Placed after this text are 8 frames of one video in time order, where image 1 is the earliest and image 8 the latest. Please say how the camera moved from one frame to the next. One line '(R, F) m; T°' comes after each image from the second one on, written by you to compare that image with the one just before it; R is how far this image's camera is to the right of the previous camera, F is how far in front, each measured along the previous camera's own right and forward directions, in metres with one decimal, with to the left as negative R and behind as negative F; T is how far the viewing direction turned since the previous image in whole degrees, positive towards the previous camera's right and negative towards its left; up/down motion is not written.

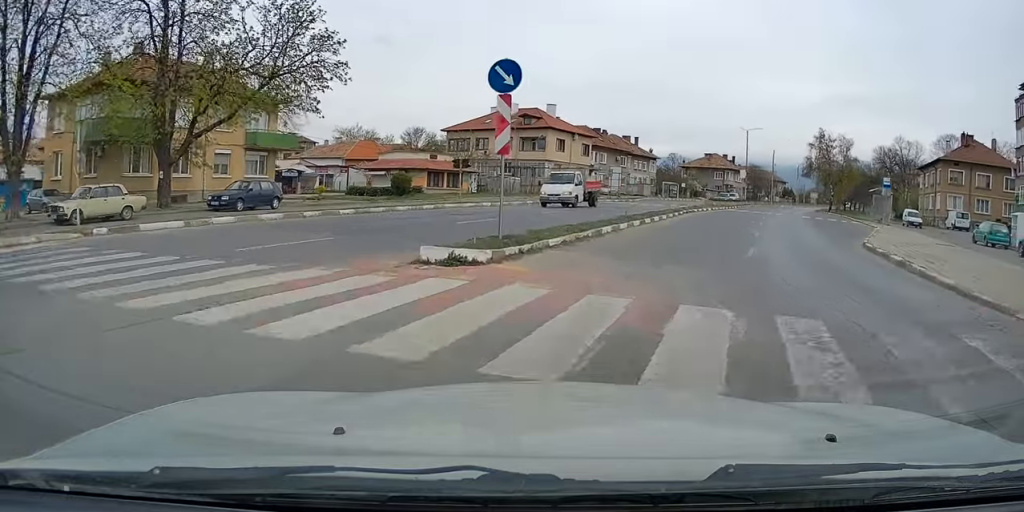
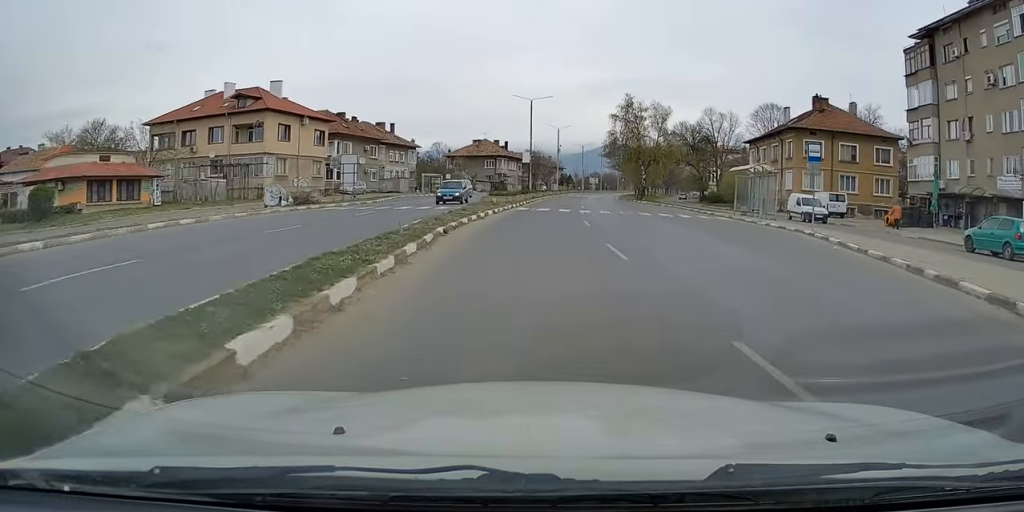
(+4.8, +19.4) m; +21°
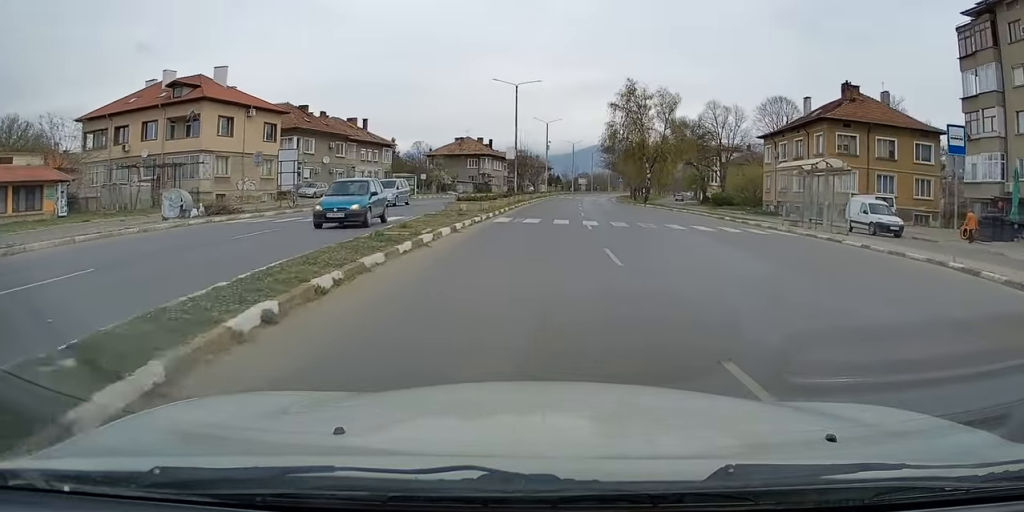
(+0.3, +9.6) m; +2°
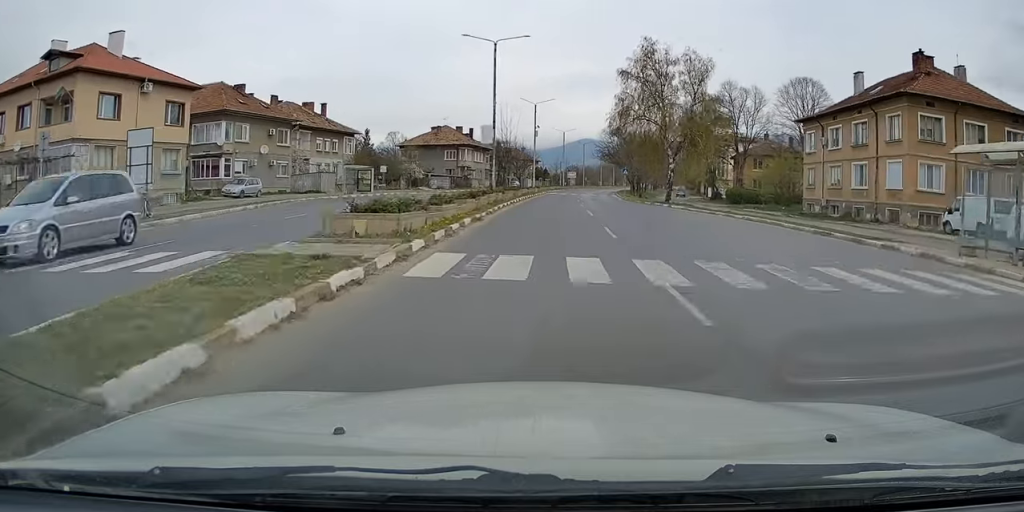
(0.0, +13.9) m; +1°
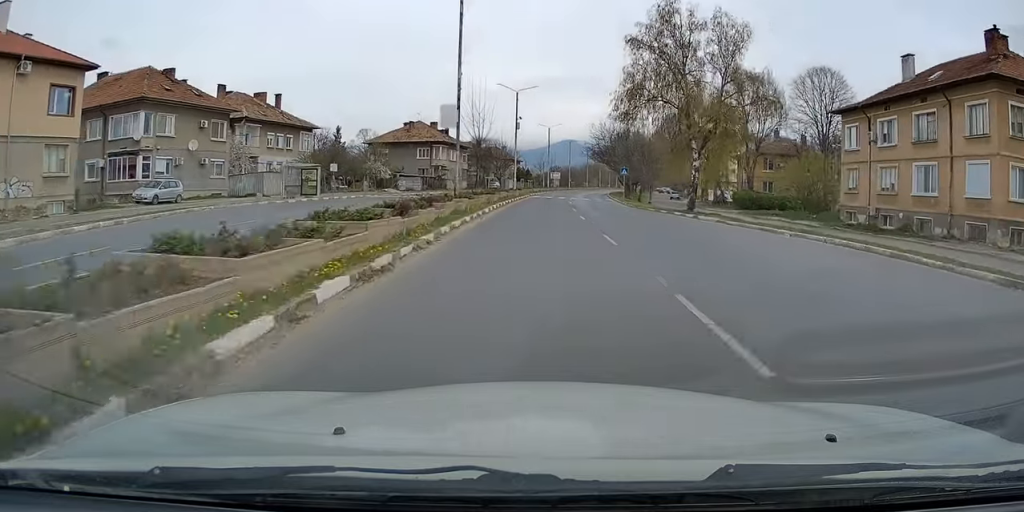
(+0.1, +10.5) m; +1°
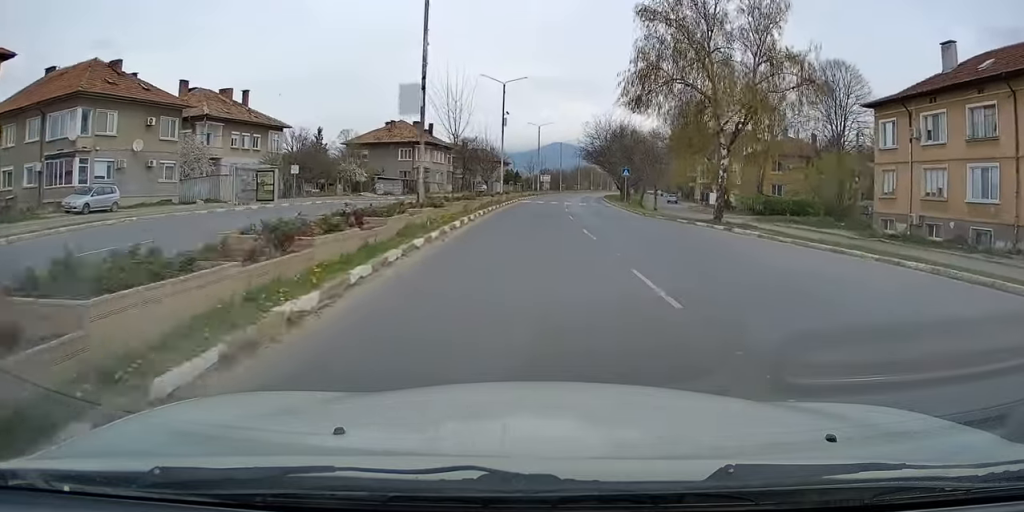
(+0.1, +6.4) m; +1°
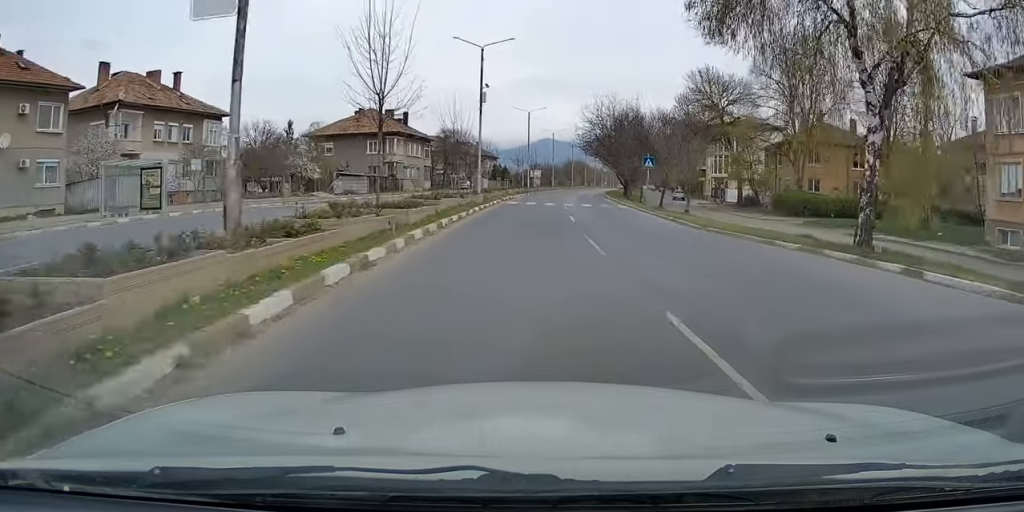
(0.0, +12.4) m; +1°
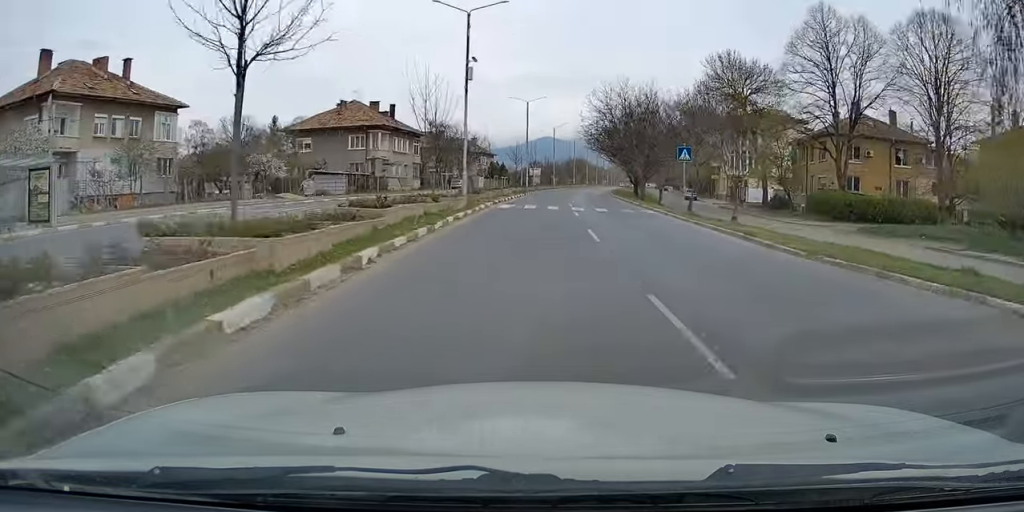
(+0.1, +8.0) m; 0°
